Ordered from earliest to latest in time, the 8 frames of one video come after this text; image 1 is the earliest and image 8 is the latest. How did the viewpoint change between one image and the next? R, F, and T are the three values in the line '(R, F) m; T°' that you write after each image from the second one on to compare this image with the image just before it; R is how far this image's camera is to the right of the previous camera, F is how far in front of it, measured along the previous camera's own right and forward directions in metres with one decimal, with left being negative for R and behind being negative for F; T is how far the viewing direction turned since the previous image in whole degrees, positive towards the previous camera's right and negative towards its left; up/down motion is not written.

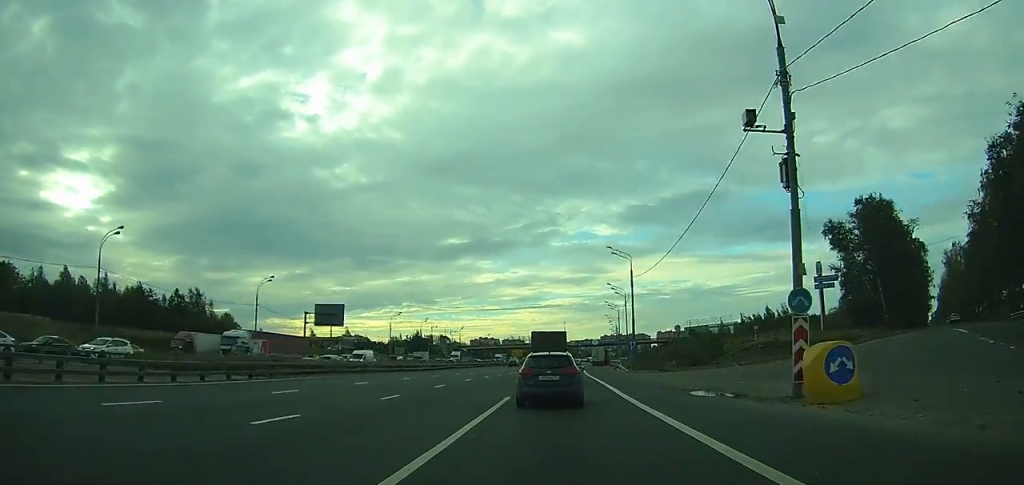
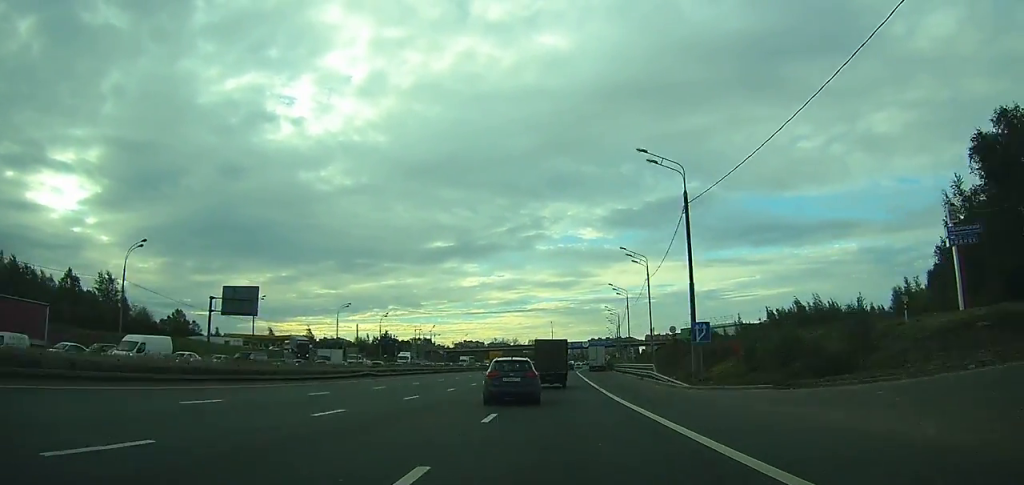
(+0.4, +30.0) m; +1°
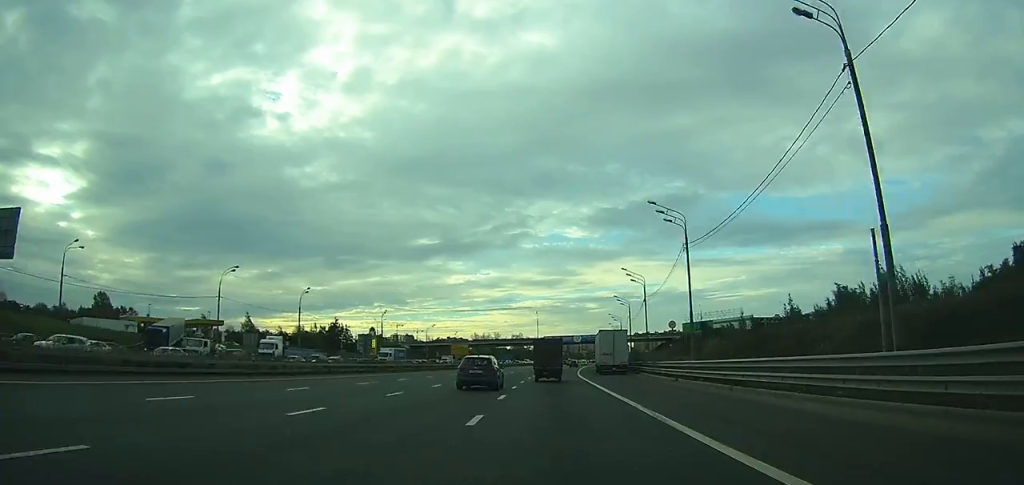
(+0.8, +42.0) m; +2°
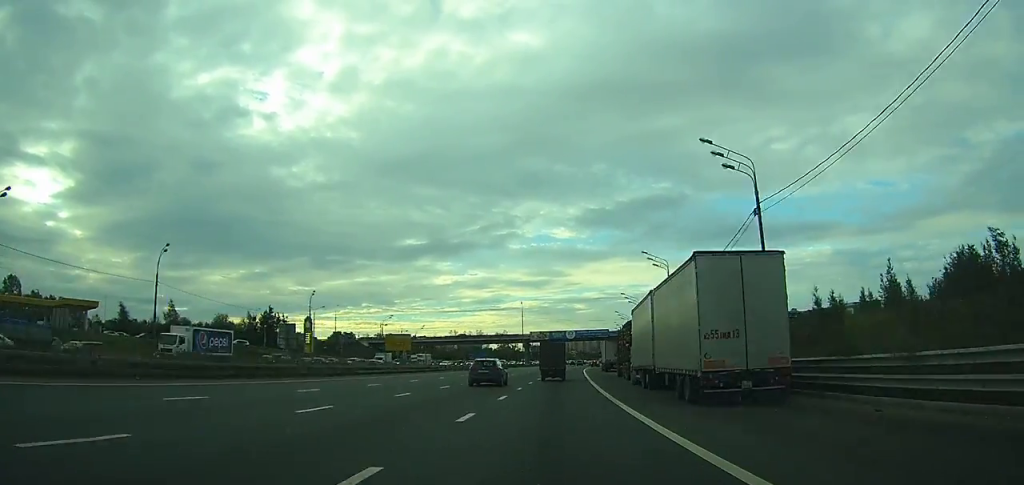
(+0.4, +38.3) m; +1°
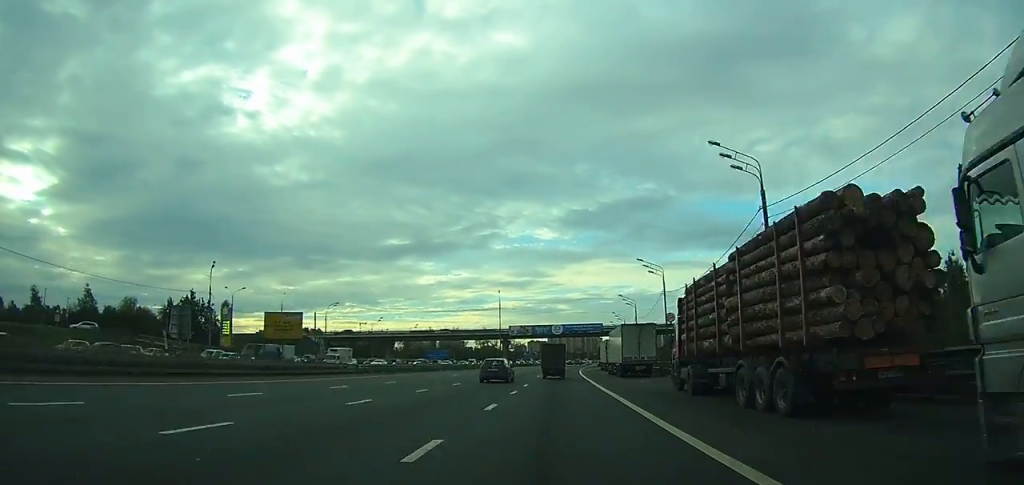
(+0.2, +28.1) m; +1°
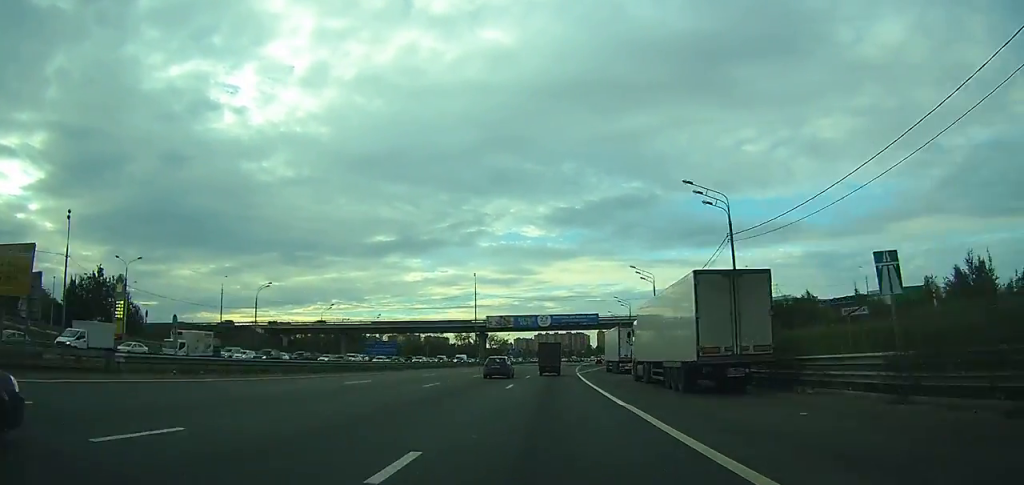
(+0.2, +24.6) m; +1°
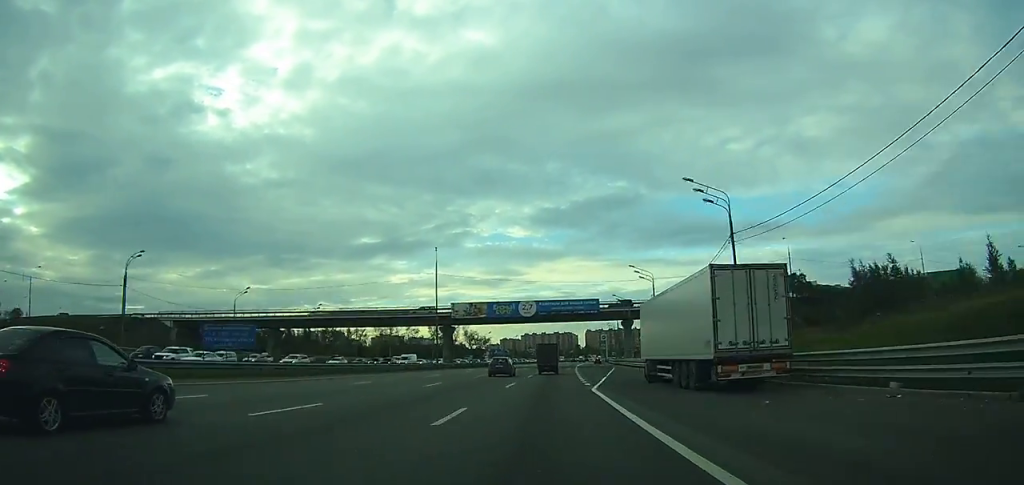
(+0.3, +32.1) m; +2°
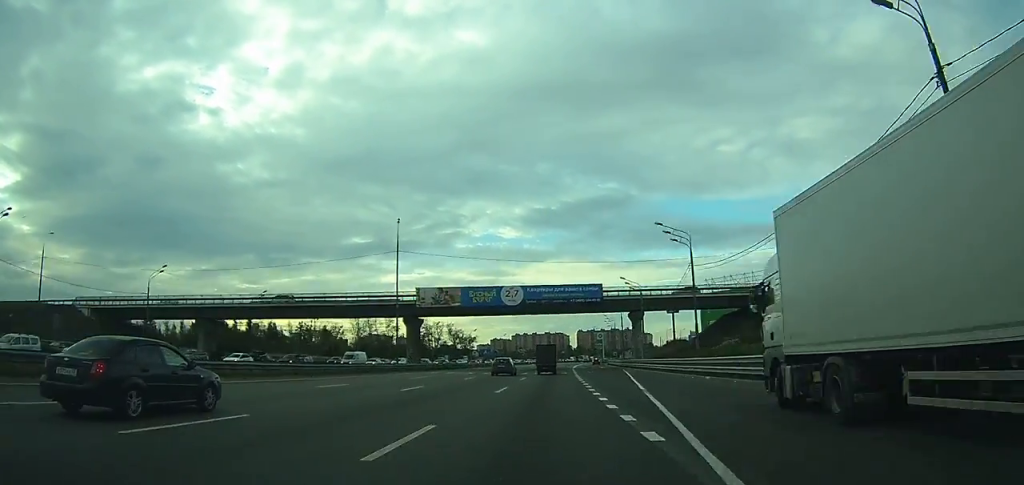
(+0.4, +20.5) m; +2°
